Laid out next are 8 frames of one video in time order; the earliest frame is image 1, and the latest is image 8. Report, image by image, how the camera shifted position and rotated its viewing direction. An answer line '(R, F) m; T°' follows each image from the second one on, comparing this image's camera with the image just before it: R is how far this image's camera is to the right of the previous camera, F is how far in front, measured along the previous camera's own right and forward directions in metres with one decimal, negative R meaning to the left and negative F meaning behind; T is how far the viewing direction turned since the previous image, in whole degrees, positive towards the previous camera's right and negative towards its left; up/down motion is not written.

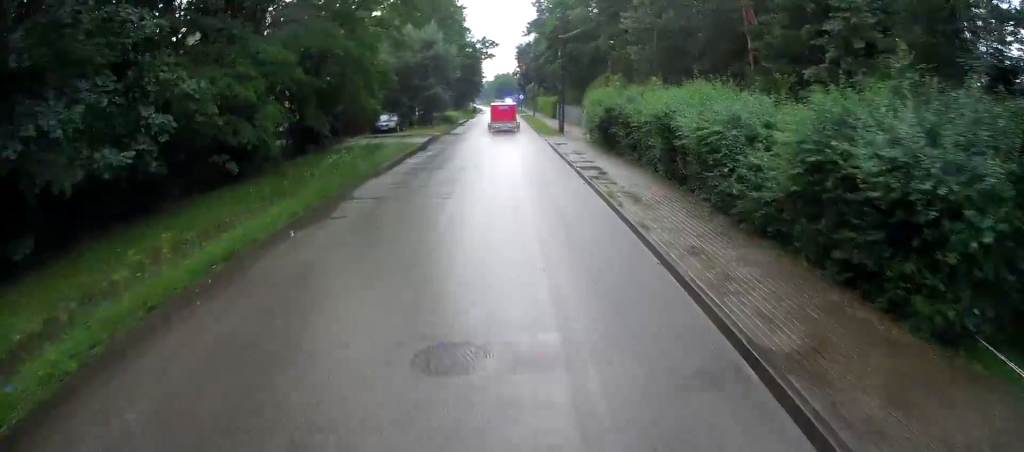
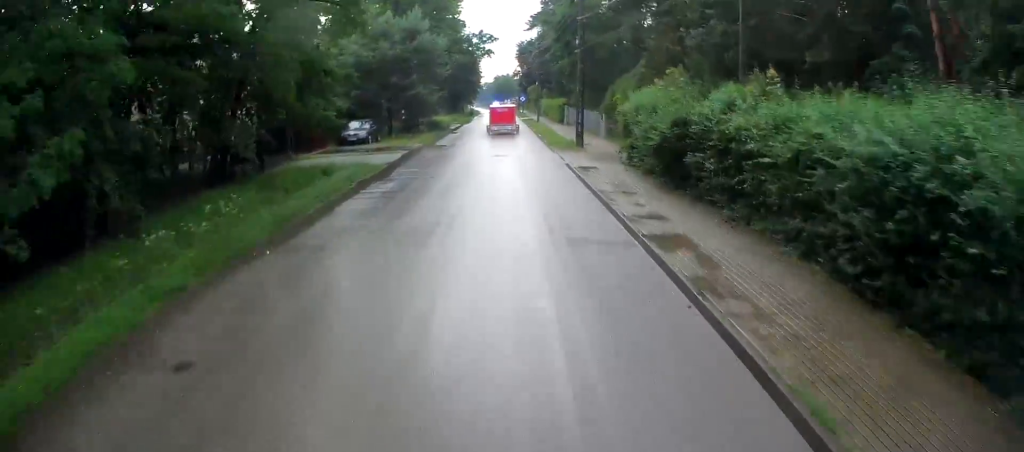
(-0.3, +8.8) m; 0°
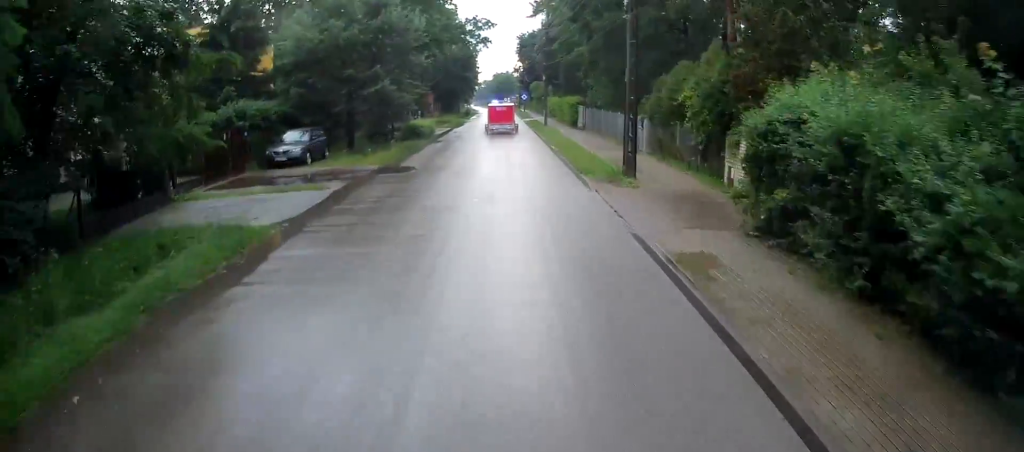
(+0.3, +10.8) m; 0°
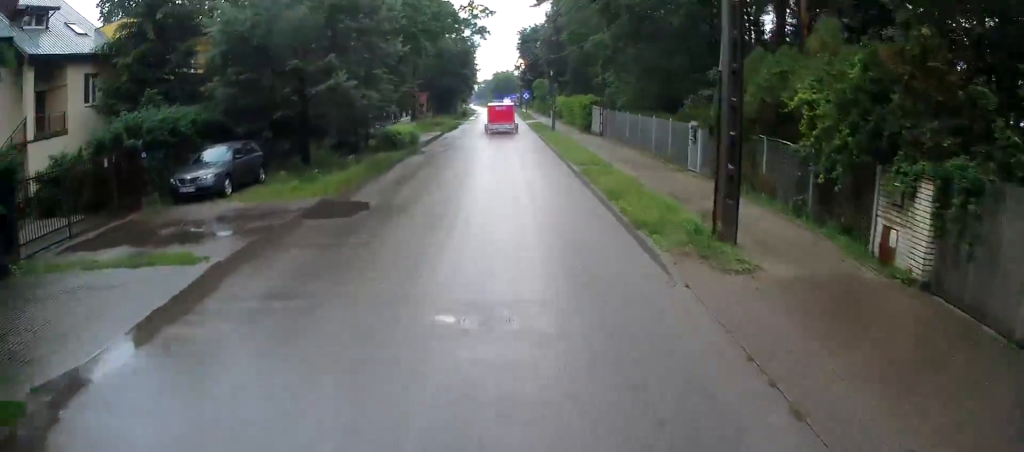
(+0.2, +7.2) m; 0°
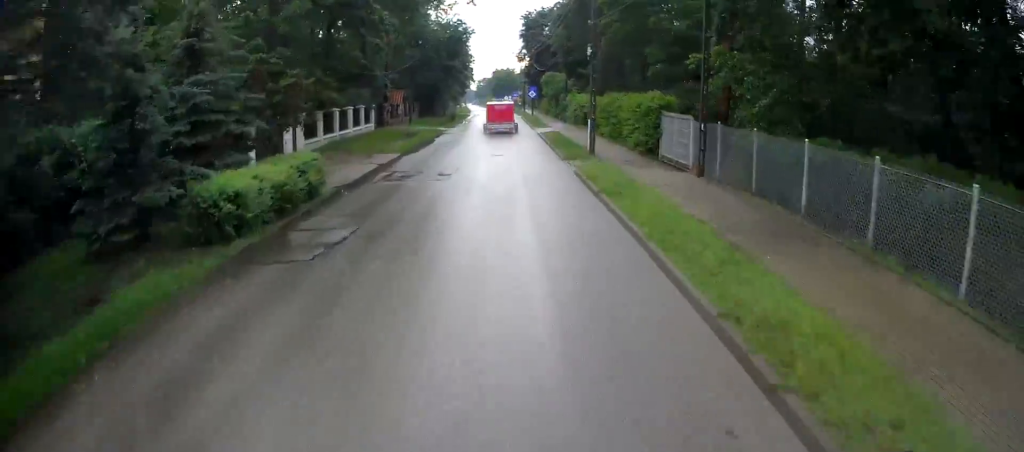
(-0.5, +17.2) m; -3°
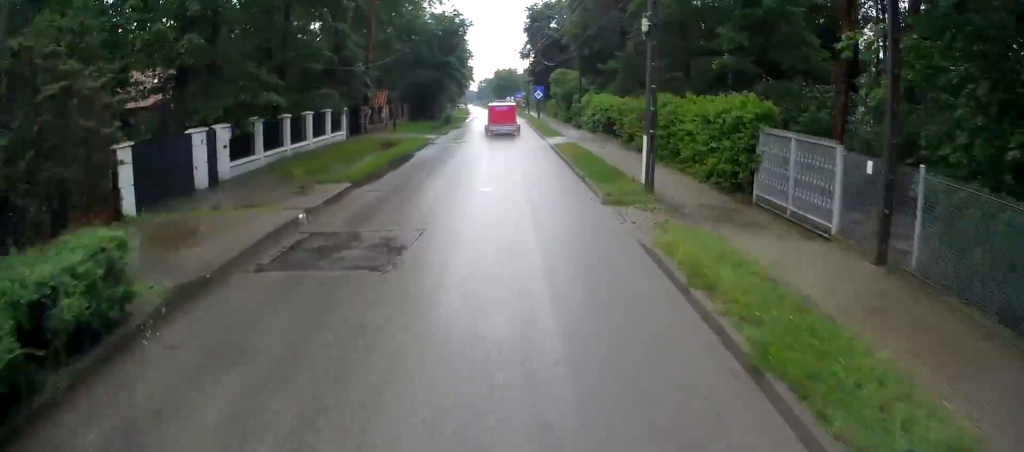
(-0.3, +8.4) m; +1°
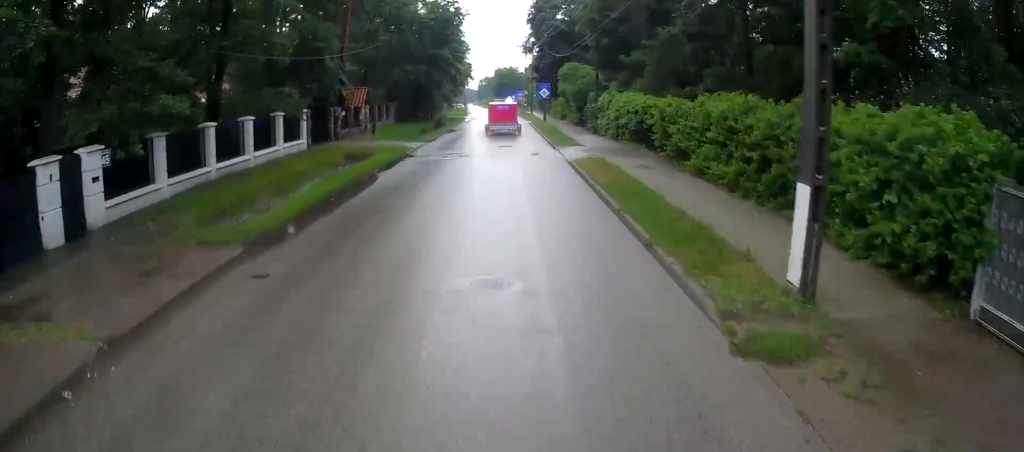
(-0.2, +7.3) m; 0°
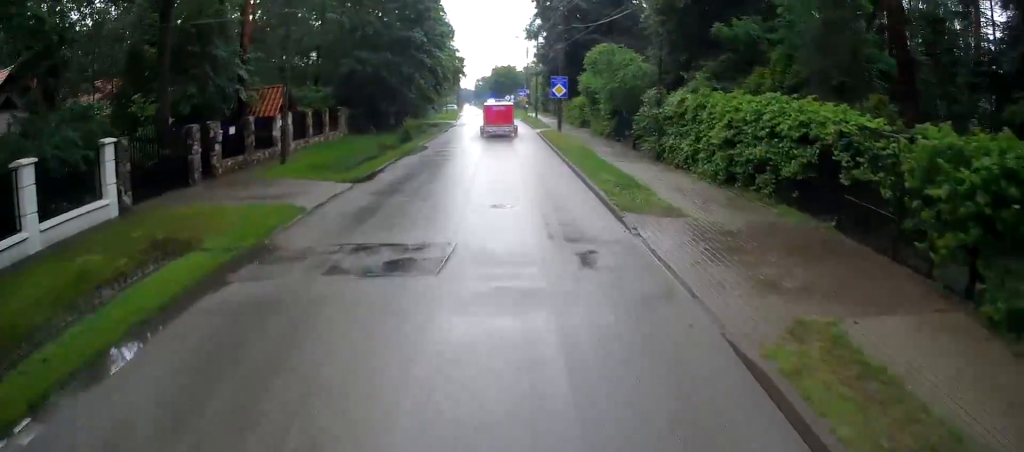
(+0.7, +14.9) m; 0°
